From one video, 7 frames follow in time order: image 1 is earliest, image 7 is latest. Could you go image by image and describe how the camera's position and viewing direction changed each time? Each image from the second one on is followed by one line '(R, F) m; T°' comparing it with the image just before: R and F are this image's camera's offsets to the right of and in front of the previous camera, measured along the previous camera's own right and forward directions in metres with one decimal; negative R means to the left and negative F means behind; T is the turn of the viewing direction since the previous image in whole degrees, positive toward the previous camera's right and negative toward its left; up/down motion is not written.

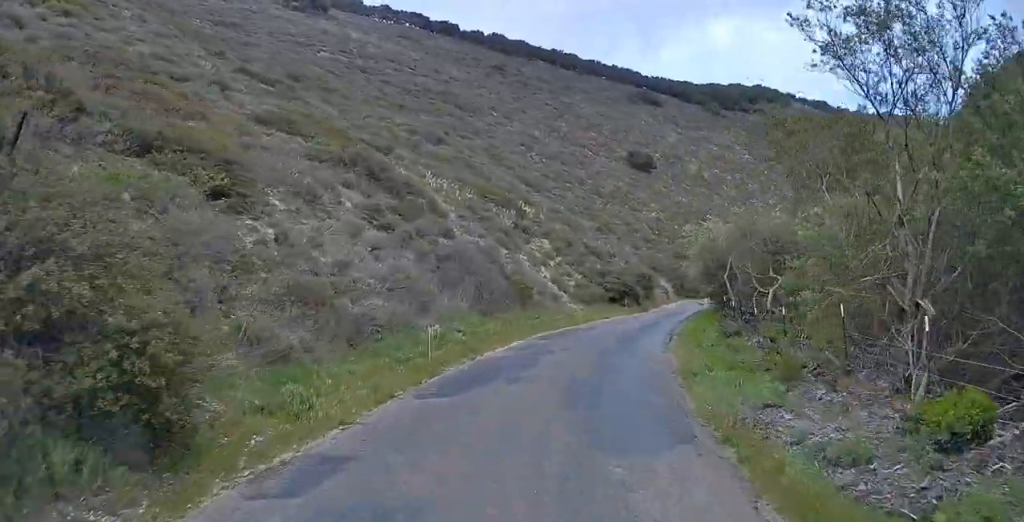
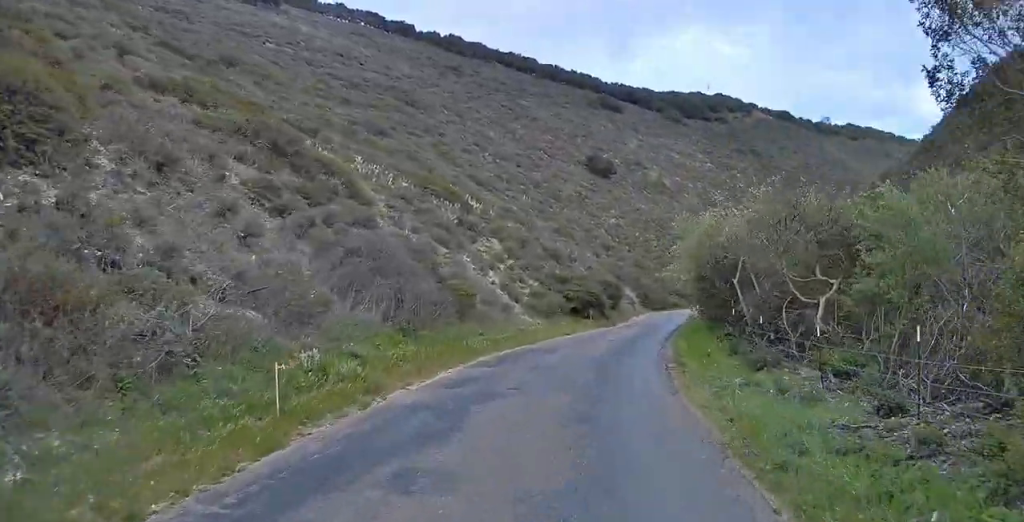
(-1.4, +8.4) m; +6°
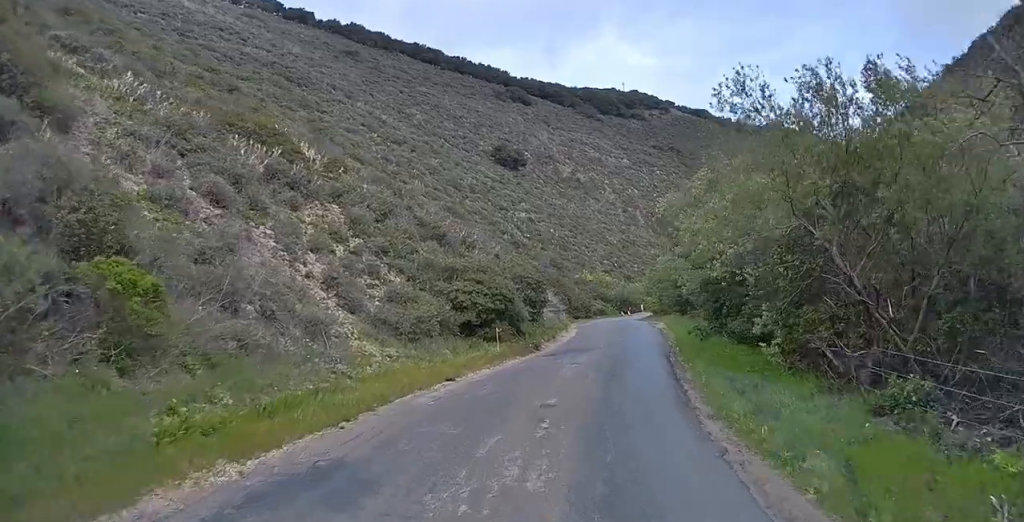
(+4.4, +17.6) m; +10°
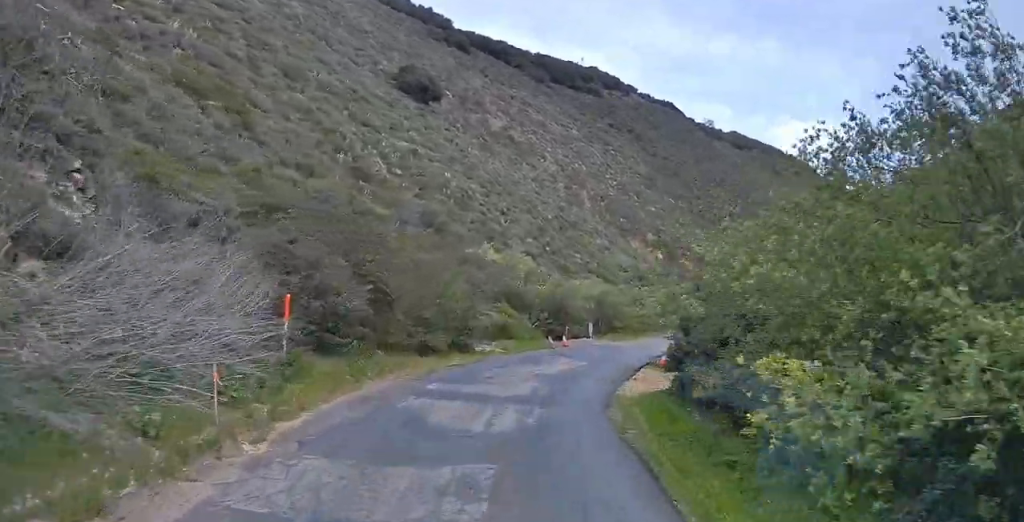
(-1.5, +43.0) m; +7°
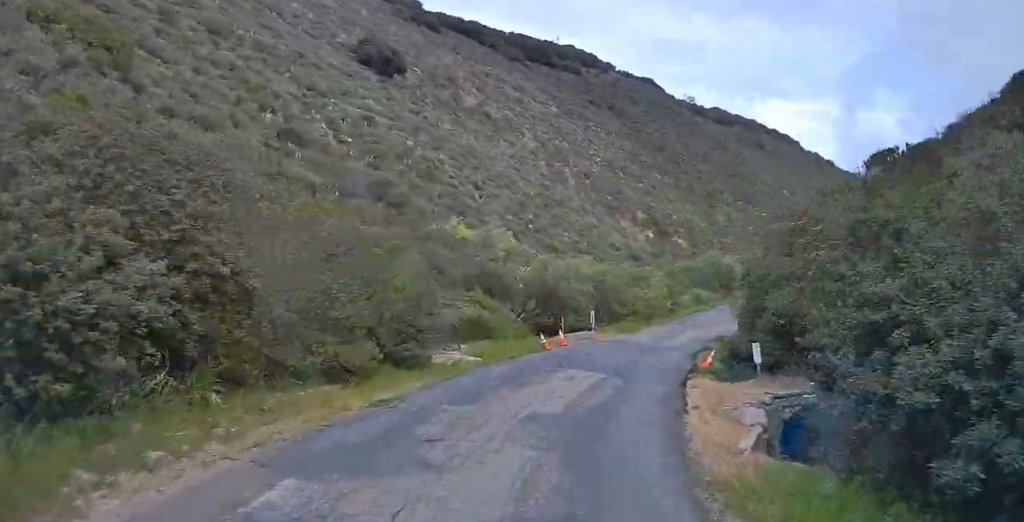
(+0.5, +9.8) m; +4°
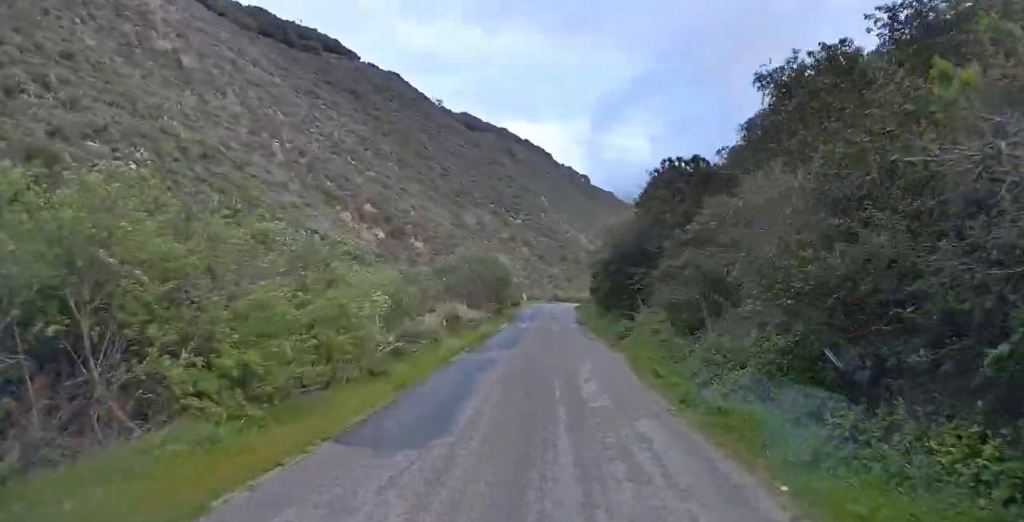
(+2.9, +29.5) m; +12°
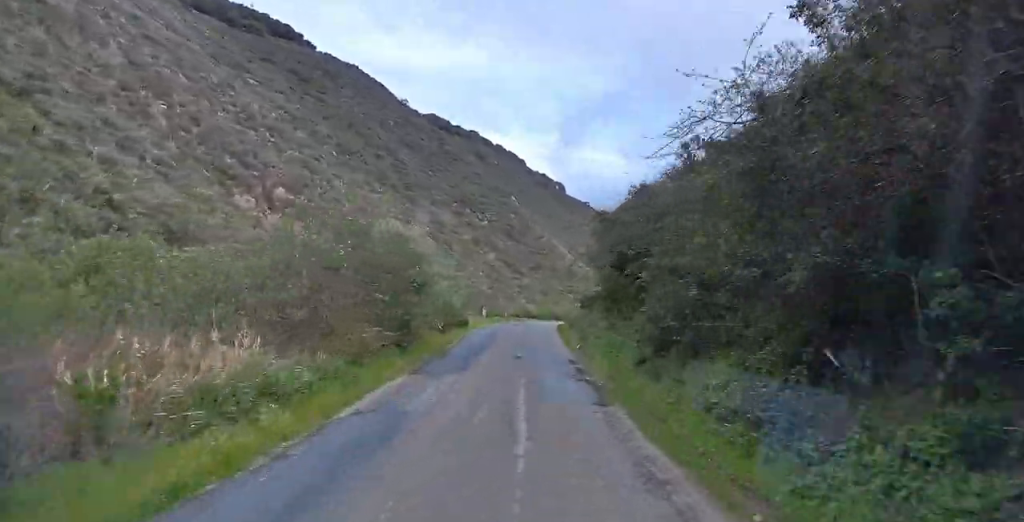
(+1.6, +24.1) m; +6°
